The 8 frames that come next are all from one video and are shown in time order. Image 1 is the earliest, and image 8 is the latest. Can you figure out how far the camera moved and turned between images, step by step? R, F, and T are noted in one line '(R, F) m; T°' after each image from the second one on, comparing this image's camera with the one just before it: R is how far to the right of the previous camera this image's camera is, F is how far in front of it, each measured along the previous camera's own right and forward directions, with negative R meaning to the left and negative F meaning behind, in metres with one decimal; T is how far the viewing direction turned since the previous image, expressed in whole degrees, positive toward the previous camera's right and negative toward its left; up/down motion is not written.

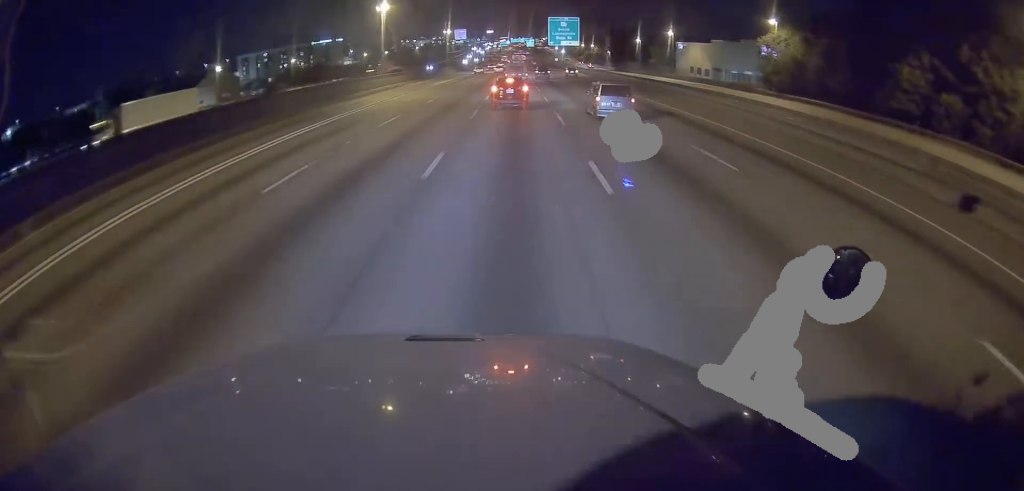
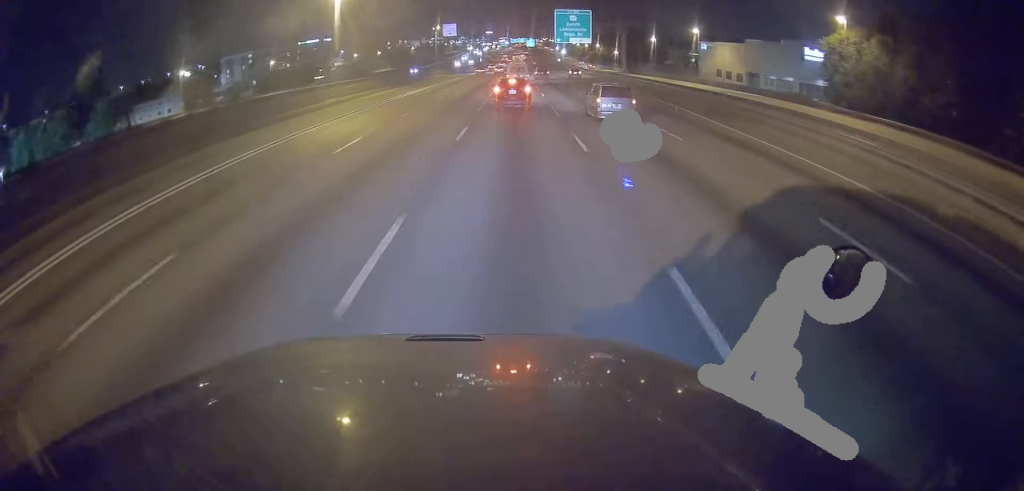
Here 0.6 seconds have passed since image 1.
(0.0, +19.3) m; 0°
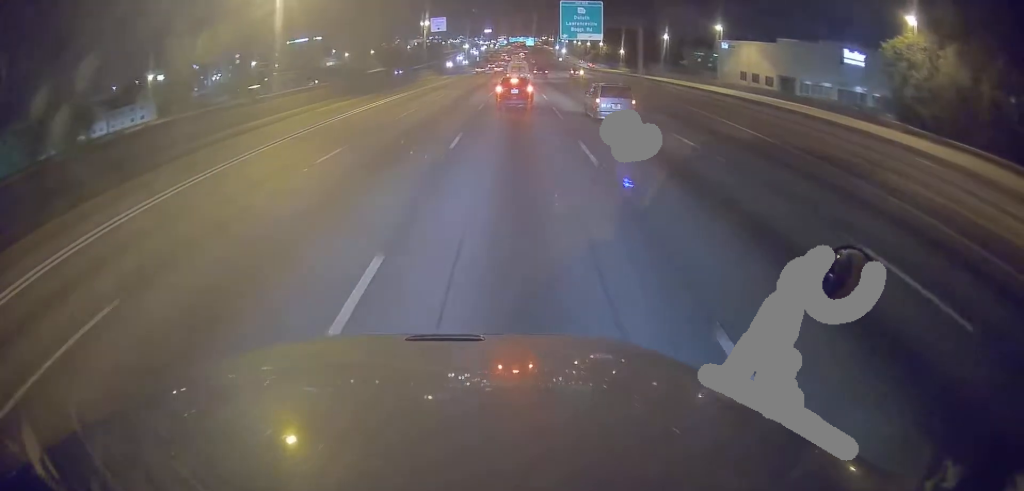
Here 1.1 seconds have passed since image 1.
(0.0, +13.9) m; 0°
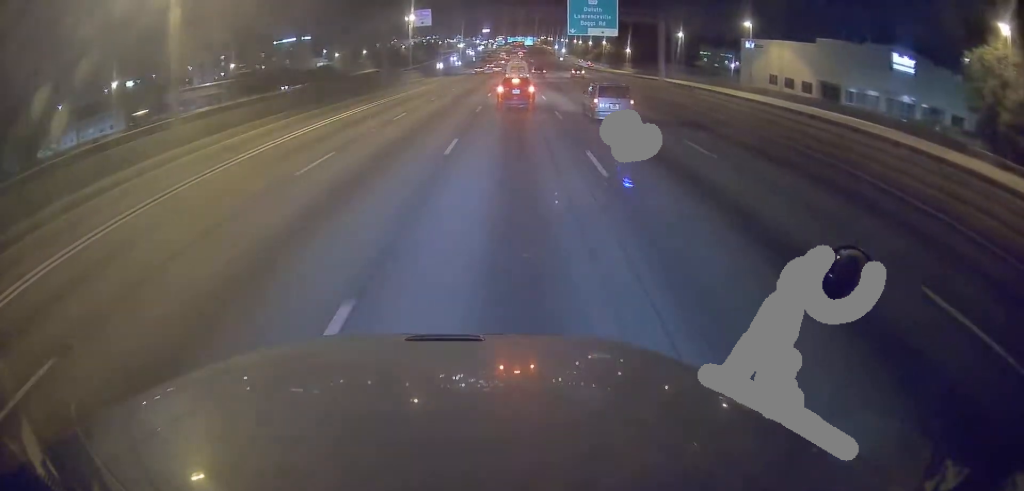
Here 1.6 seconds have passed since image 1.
(0.0, +14.0) m; 0°
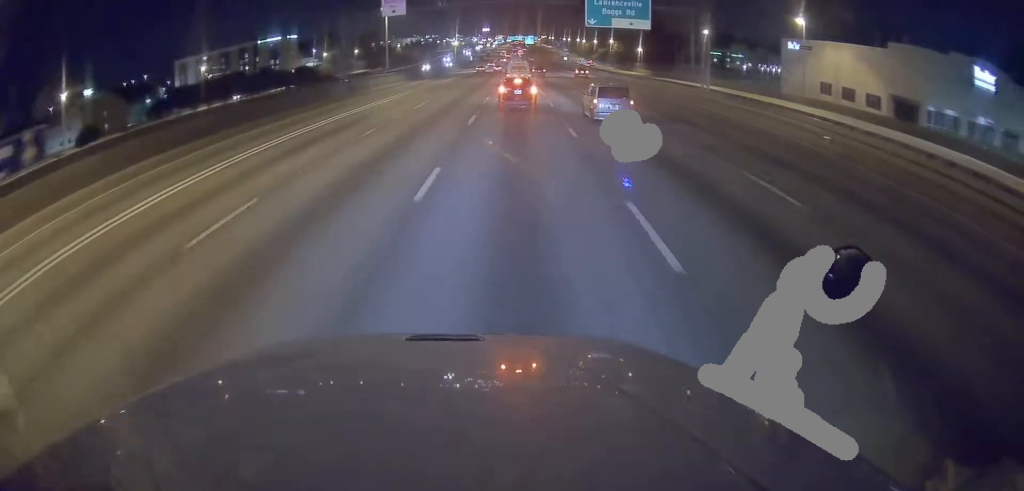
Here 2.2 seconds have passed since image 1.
(+0.1, +17.6) m; 0°
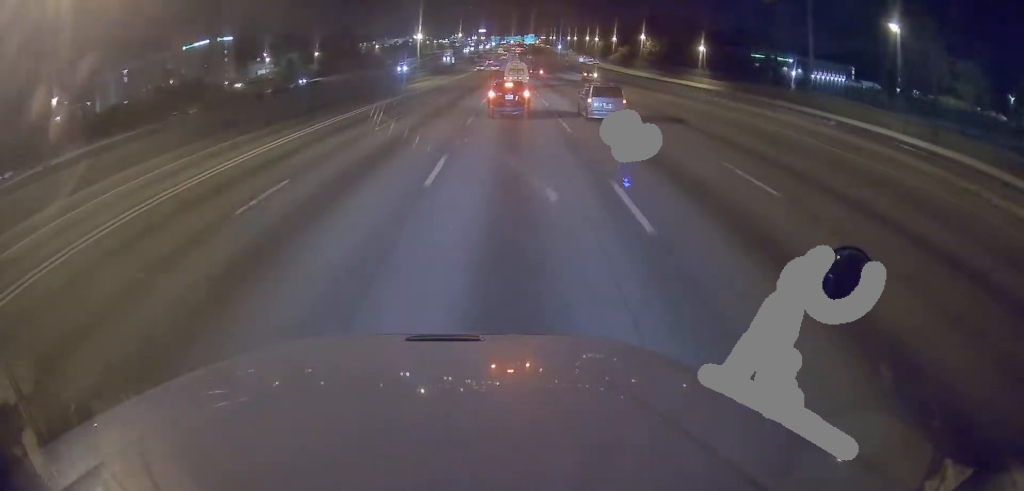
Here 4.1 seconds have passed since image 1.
(-0.1, +59.7) m; 0°
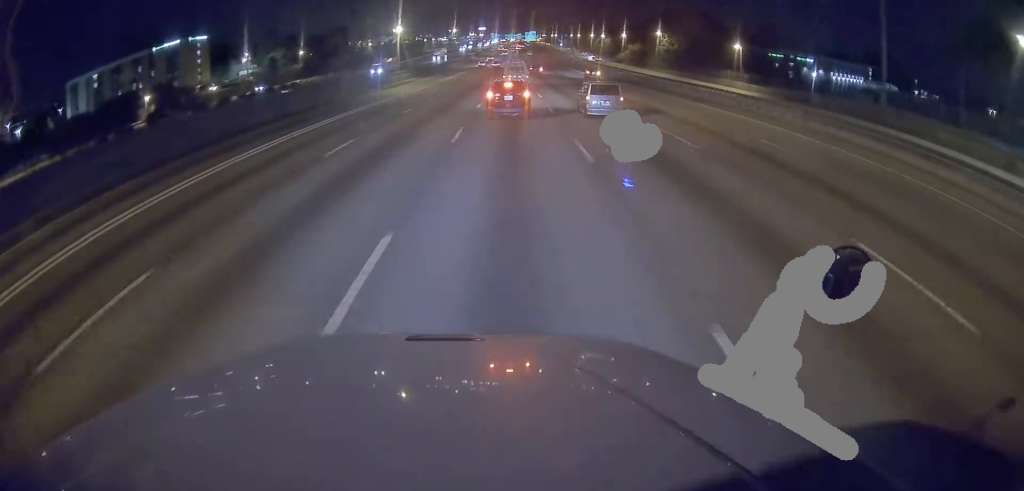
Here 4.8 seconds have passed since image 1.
(0.0, +18.5) m; 0°
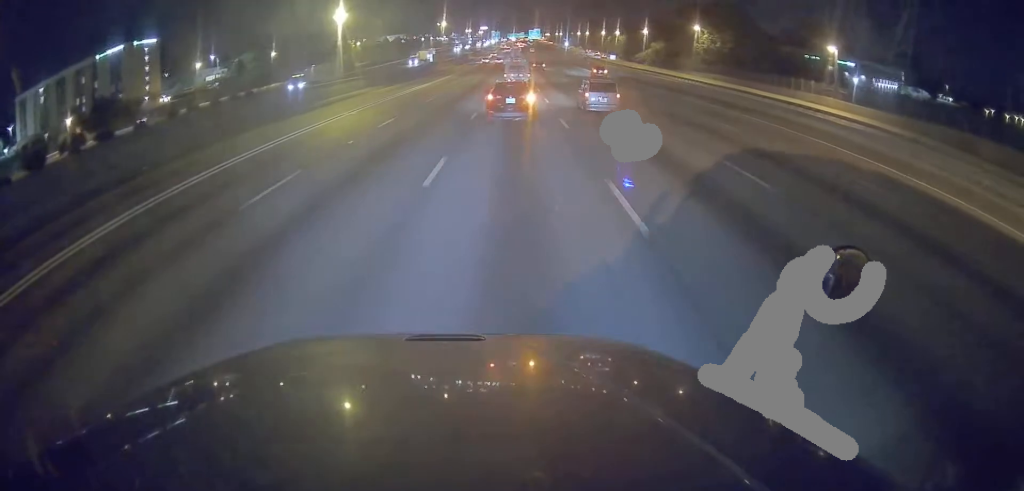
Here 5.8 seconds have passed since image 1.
(+0.1, +30.2) m; 0°
